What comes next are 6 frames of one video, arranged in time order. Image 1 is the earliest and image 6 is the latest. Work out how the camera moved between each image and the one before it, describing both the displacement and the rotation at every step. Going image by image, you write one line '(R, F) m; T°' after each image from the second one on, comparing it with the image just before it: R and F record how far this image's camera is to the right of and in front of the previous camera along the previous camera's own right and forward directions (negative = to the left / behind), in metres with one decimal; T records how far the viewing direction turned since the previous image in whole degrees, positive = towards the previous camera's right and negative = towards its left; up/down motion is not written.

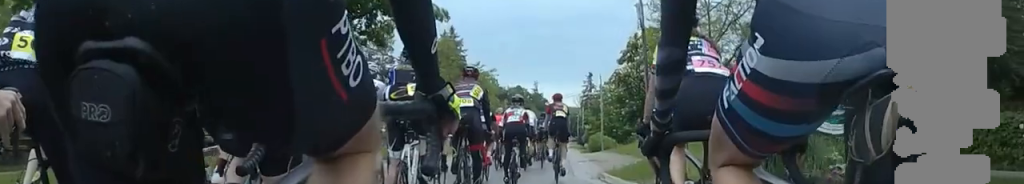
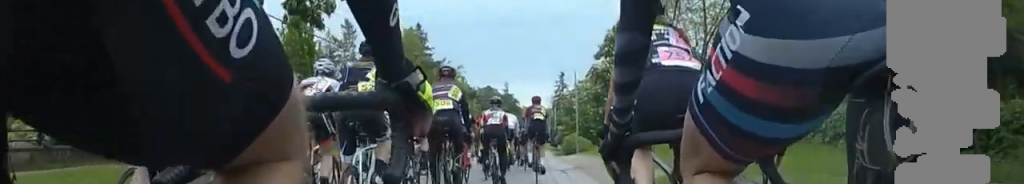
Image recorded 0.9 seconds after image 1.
(-0.1, +6.4) m; -2°
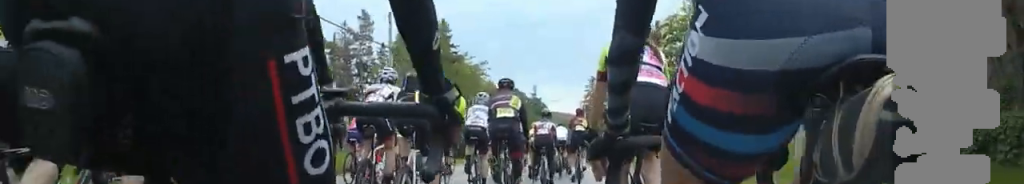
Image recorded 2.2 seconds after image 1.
(+0.1, +10.2) m; +4°
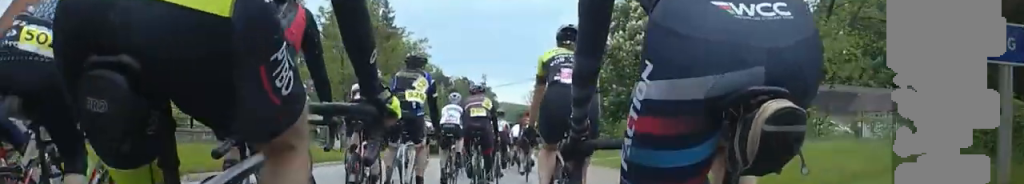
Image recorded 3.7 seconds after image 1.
(0.0, +11.7) m; +1°
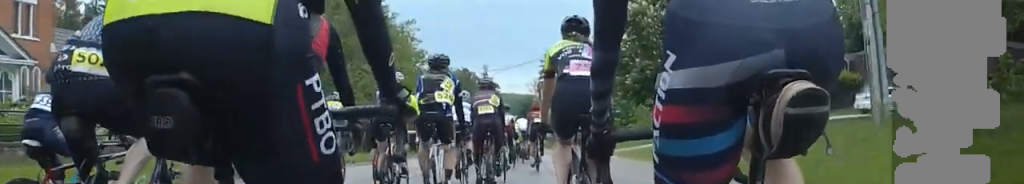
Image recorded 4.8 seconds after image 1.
(+0.5, +9.3) m; 0°
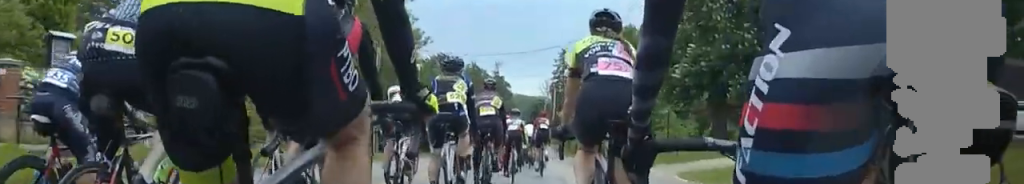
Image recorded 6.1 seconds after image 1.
(-0.8, +10.8) m; 0°
